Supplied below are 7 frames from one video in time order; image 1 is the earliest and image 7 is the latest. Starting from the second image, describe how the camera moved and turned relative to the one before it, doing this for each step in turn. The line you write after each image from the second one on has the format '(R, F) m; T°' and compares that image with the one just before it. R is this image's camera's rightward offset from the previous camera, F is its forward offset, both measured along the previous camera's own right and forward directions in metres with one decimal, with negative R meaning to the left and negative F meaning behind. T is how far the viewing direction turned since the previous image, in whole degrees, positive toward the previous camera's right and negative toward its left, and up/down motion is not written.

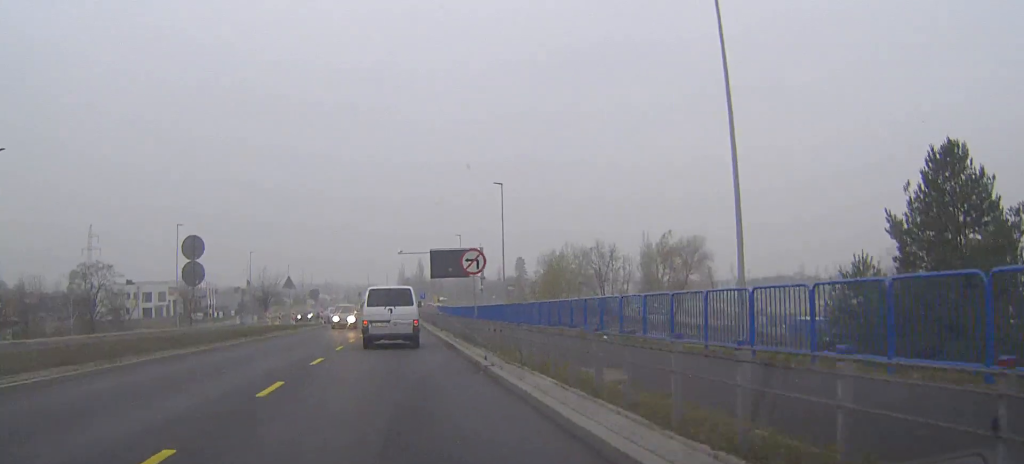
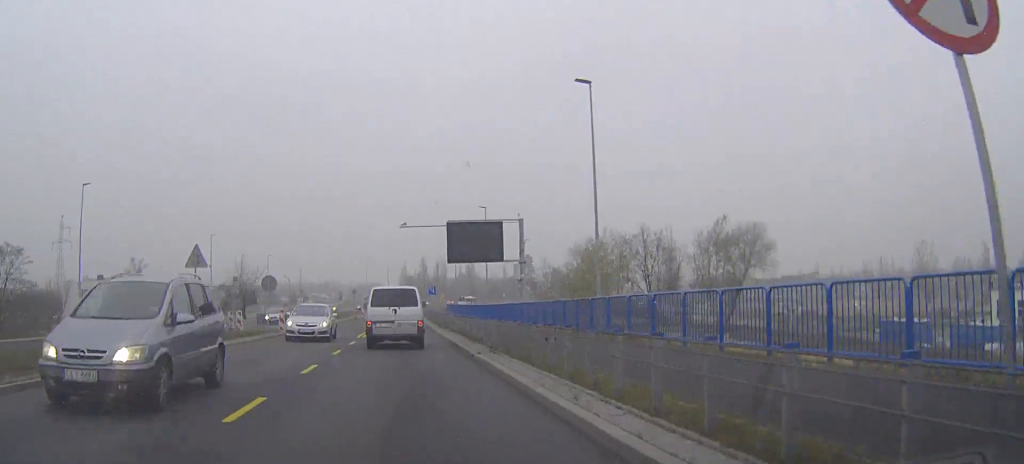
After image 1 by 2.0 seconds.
(0.0, +20.8) m; 0°
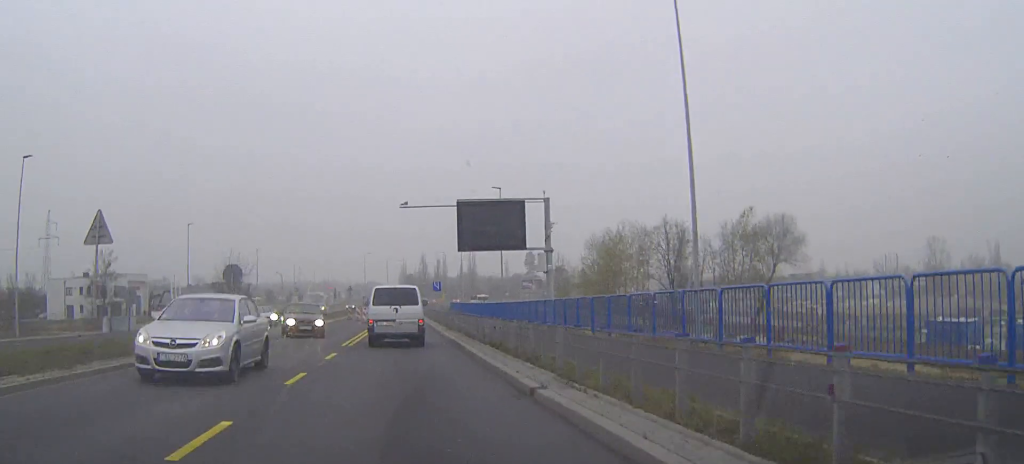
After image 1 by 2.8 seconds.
(0.0, +8.1) m; 0°
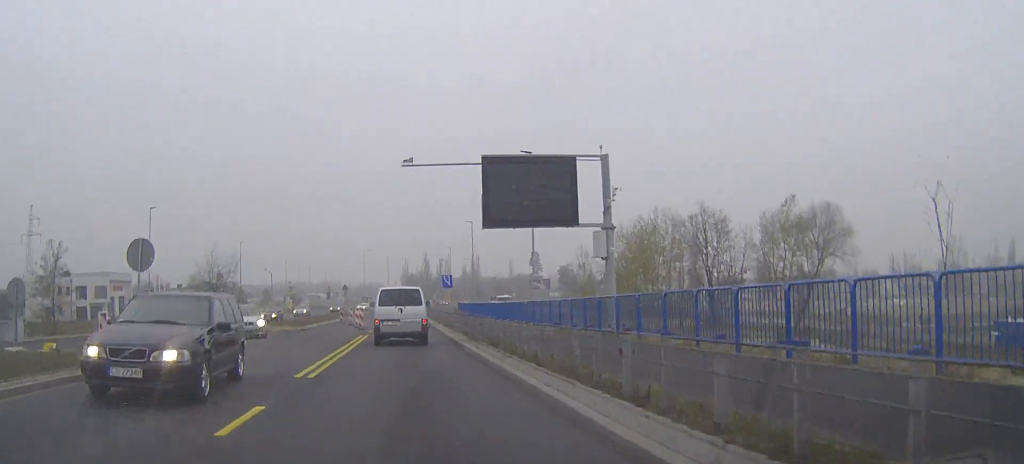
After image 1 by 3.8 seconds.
(0.0, +10.8) m; 0°
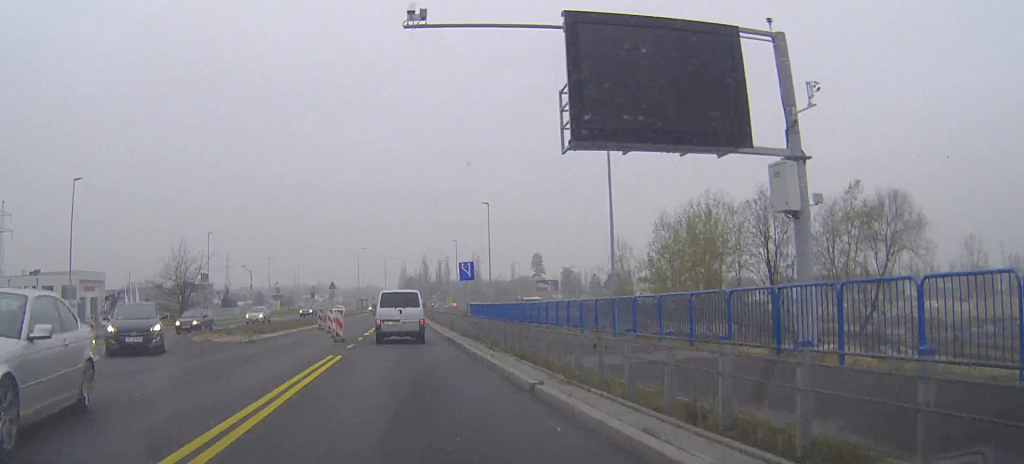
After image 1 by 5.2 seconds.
(0.0, +13.5) m; 0°
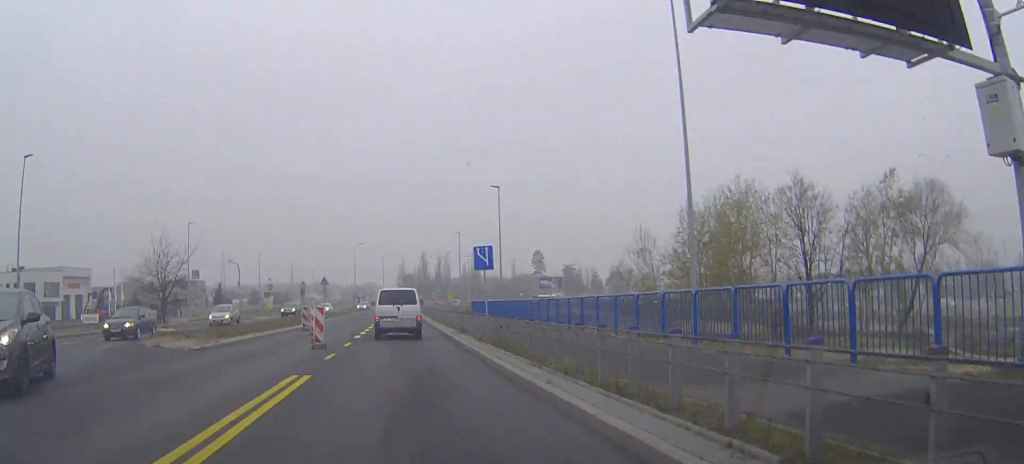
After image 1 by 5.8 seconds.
(0.0, +6.3) m; 0°
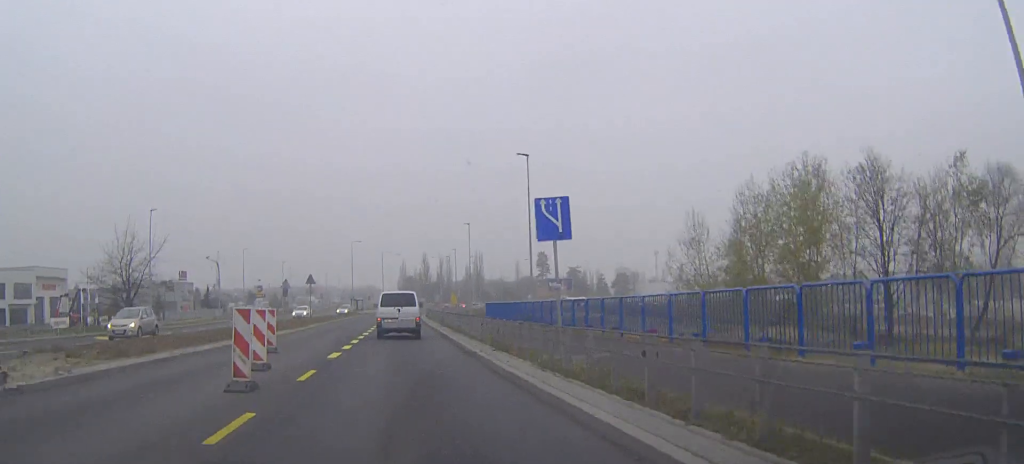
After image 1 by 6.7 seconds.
(0.0, +10.3) m; 0°
